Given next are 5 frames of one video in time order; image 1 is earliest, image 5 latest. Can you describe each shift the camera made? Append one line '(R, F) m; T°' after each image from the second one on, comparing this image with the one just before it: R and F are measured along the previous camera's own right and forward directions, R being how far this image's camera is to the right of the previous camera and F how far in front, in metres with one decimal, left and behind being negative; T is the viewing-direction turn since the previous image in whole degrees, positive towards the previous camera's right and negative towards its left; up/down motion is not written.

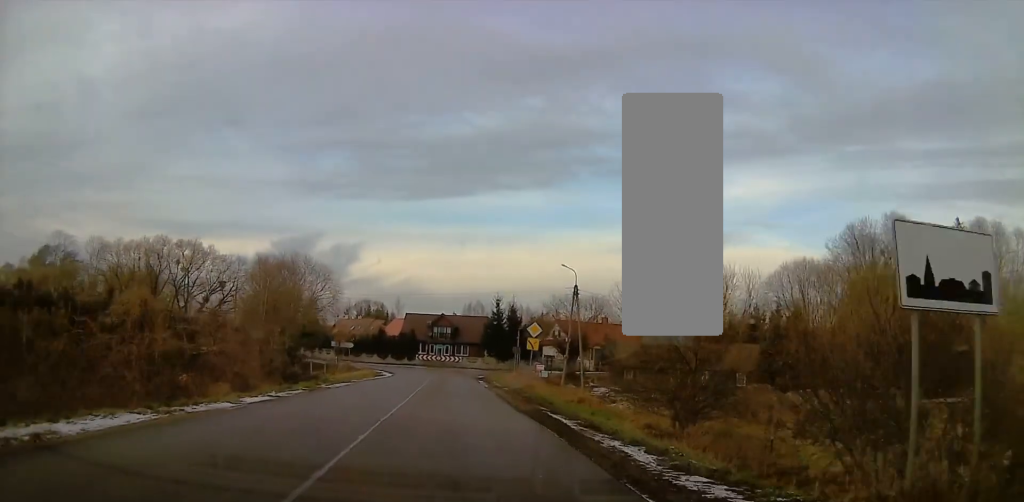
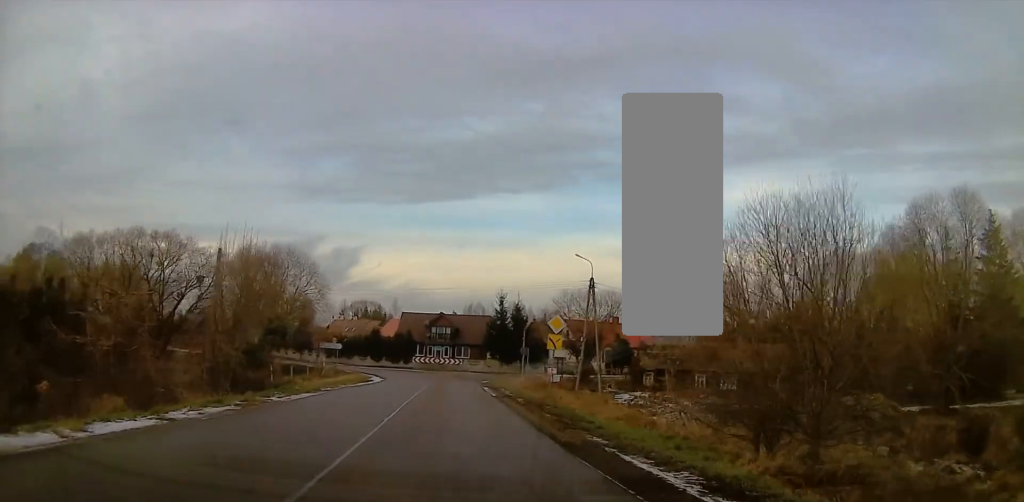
(0.0, +7.5) m; -1°
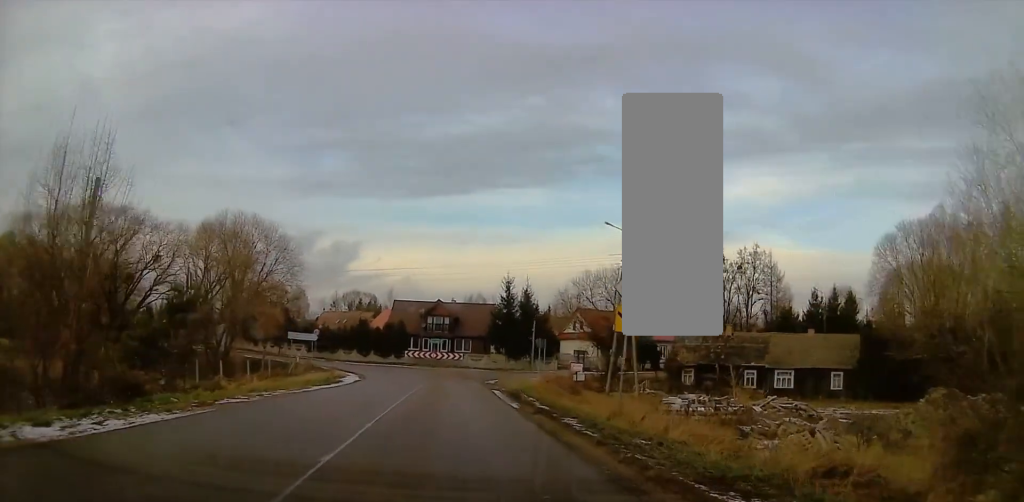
(-0.3, +11.4) m; 0°
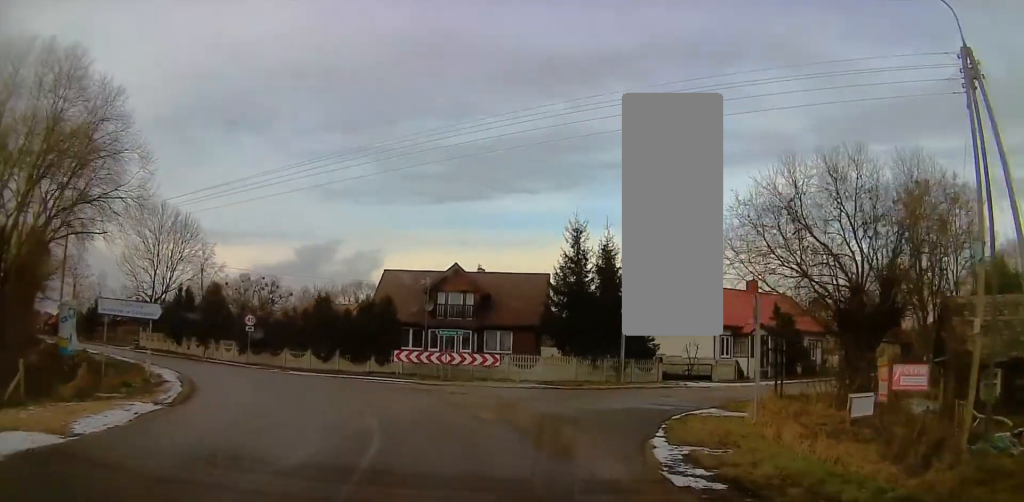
(+0.5, +31.9) m; -5°
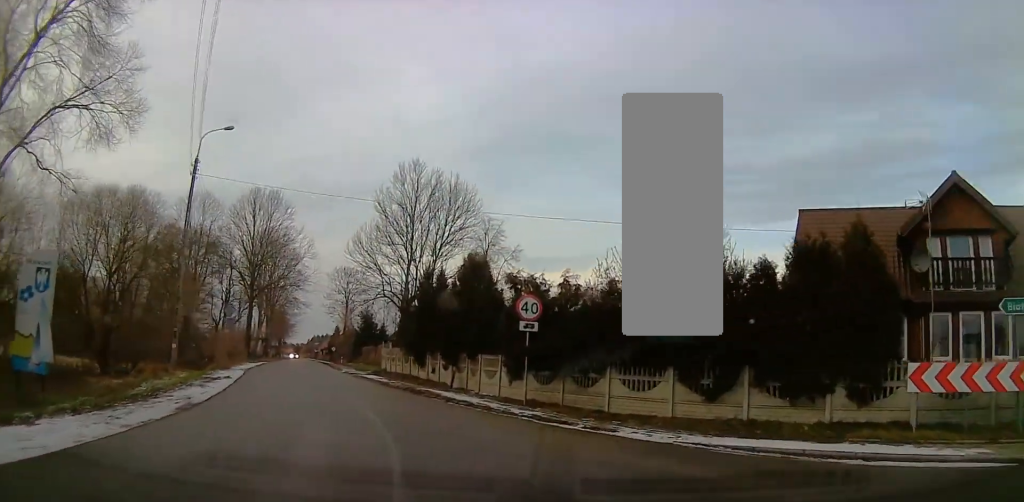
(-1.3, +24.9) m; -19°
